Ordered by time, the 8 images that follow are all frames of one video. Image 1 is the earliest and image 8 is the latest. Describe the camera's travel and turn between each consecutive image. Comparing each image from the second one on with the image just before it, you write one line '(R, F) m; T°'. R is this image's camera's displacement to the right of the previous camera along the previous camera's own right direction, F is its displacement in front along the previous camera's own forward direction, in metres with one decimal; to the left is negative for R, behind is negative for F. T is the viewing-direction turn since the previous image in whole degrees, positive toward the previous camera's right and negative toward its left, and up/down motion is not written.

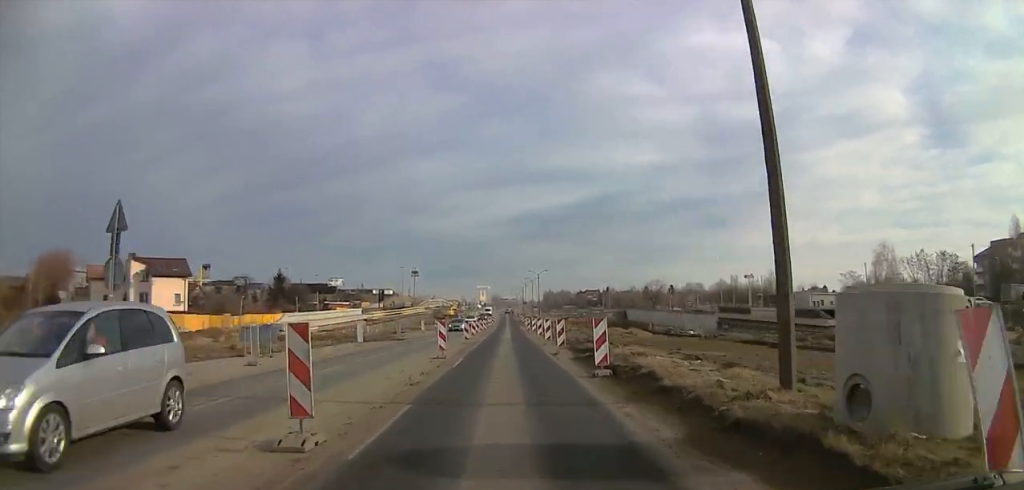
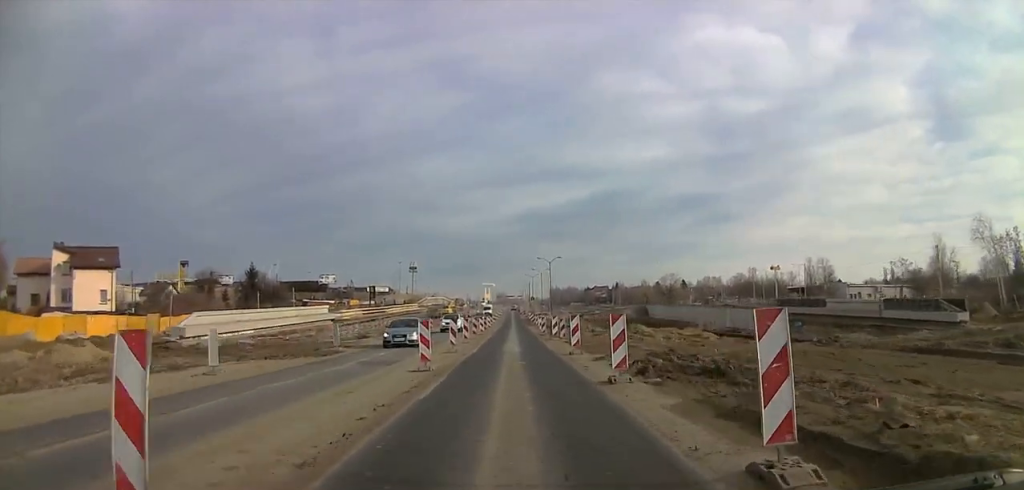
(0.0, +19.7) m; +1°
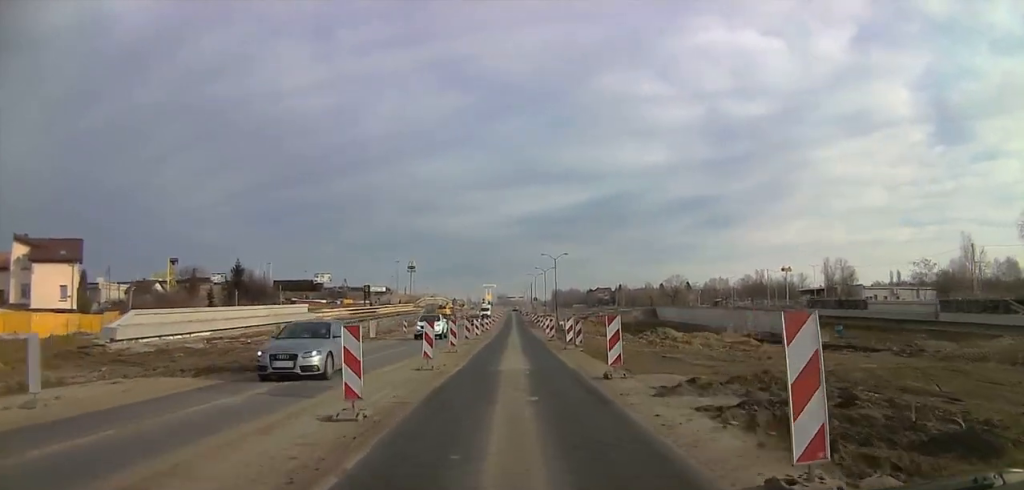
(-0.1, +8.0) m; +1°
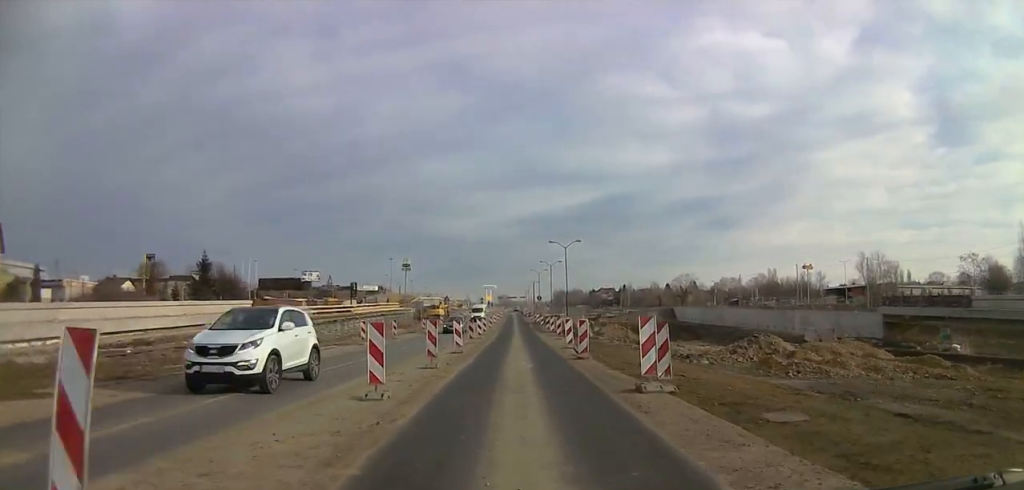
(+0.7, +15.0) m; 0°
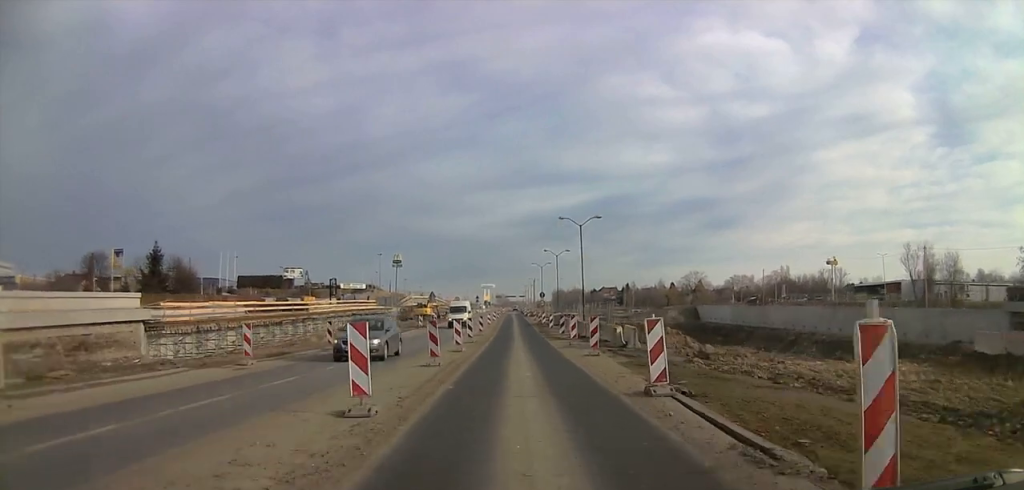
(-0.6, +16.3) m; +1°
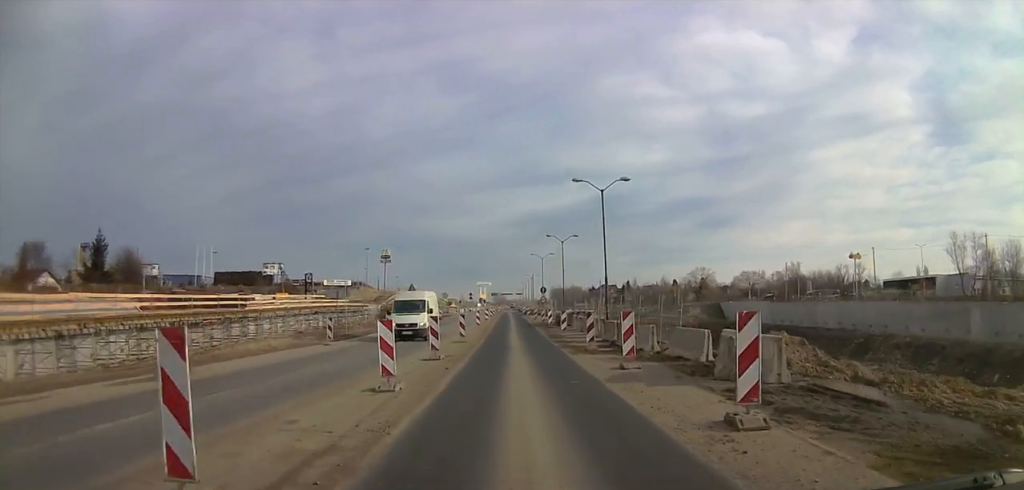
(+0.8, +13.3) m; 0°
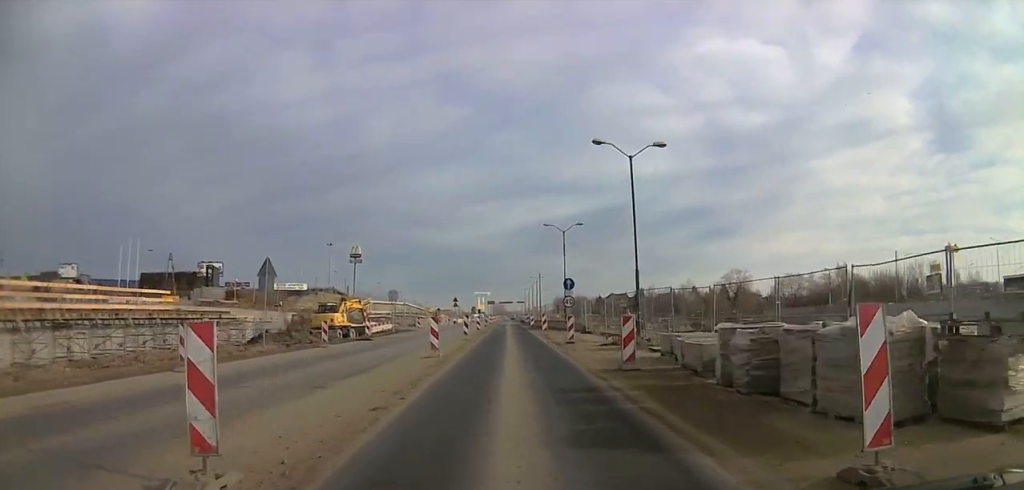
(-0.9, +40.5) m; -2°
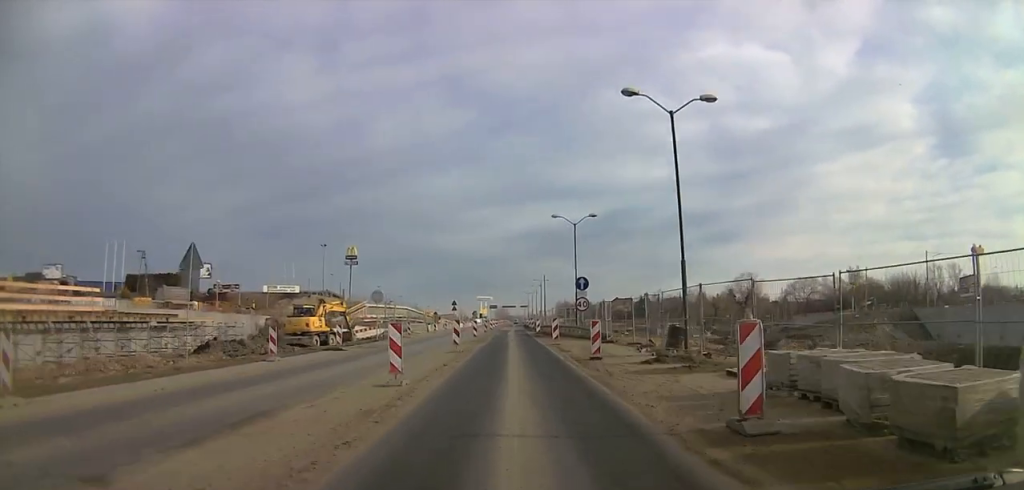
(-0.2, +7.4) m; -1°
